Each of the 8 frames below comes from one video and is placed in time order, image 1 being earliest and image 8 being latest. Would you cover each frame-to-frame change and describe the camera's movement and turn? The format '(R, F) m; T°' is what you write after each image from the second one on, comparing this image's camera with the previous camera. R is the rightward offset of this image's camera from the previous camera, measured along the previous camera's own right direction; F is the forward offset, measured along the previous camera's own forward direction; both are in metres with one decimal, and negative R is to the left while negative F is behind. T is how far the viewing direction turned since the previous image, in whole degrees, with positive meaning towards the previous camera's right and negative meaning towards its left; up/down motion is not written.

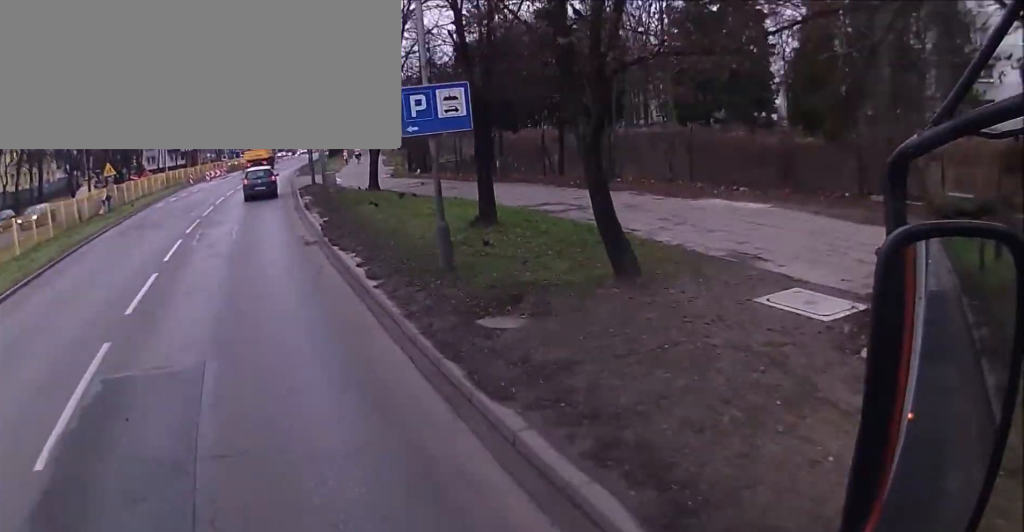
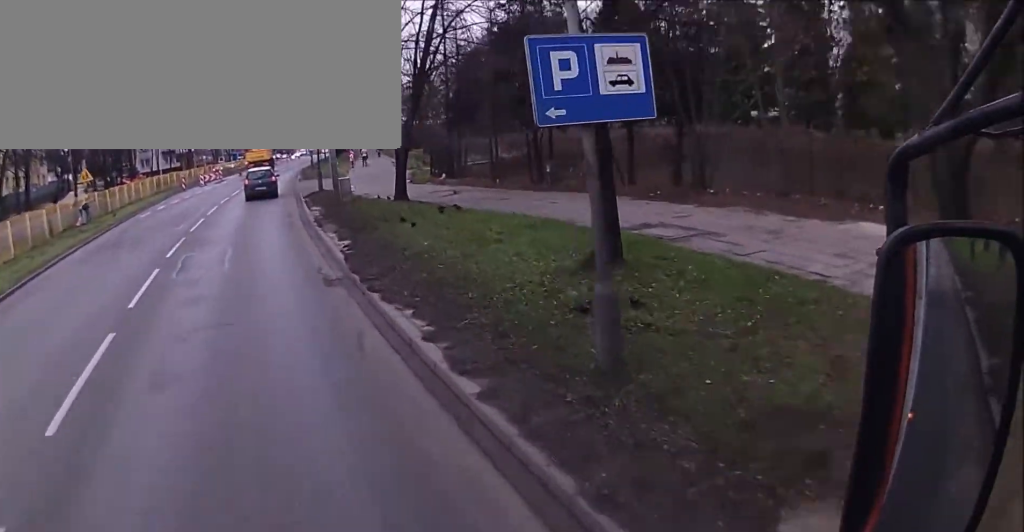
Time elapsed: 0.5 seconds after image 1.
(0.0, +5.1) m; 0°
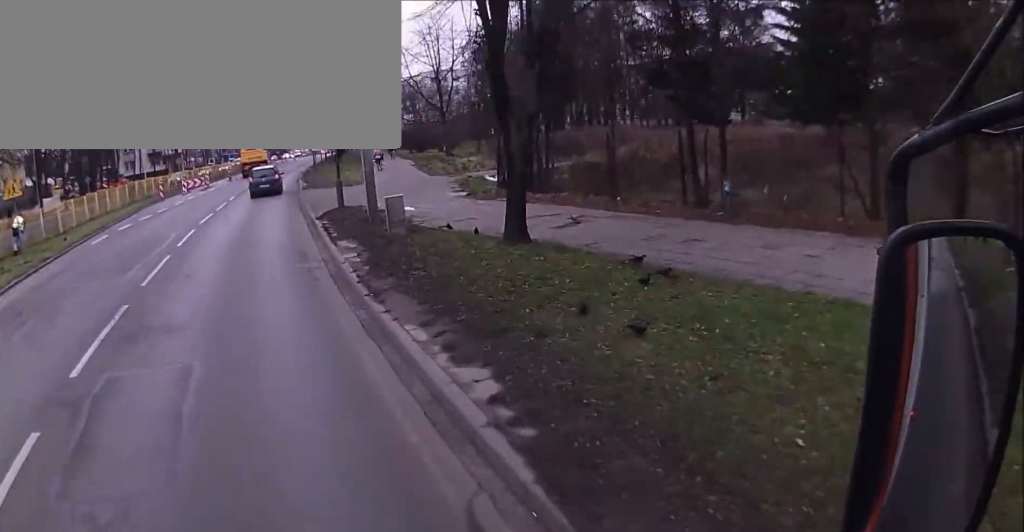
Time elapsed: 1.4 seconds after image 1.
(0.0, +9.5) m; 0°
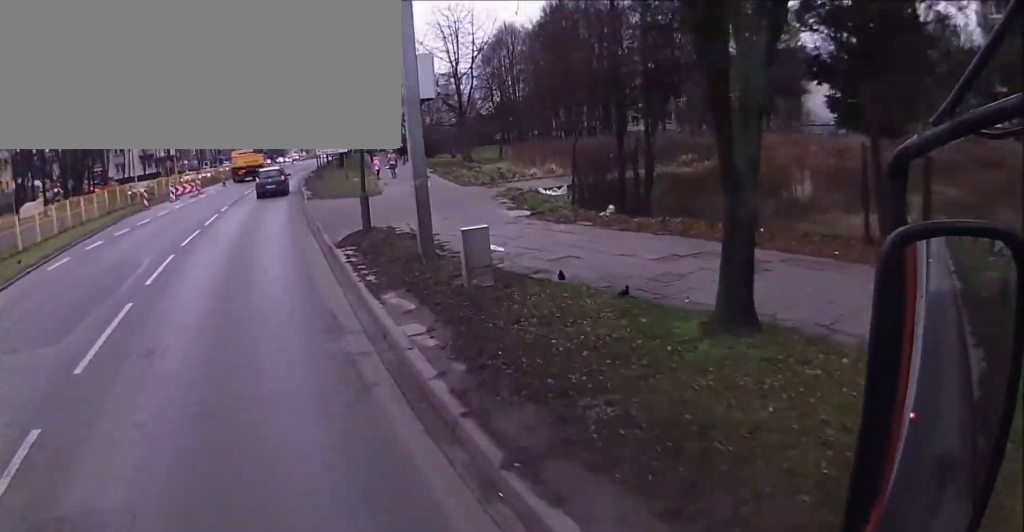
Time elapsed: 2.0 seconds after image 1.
(0.0, +5.5) m; 0°
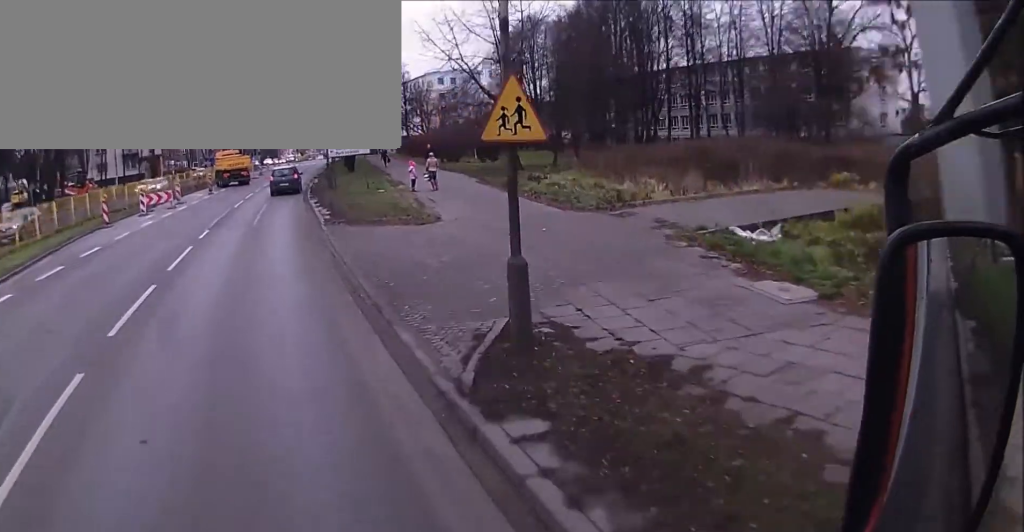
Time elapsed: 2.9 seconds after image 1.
(+0.1, +9.8) m; +2°
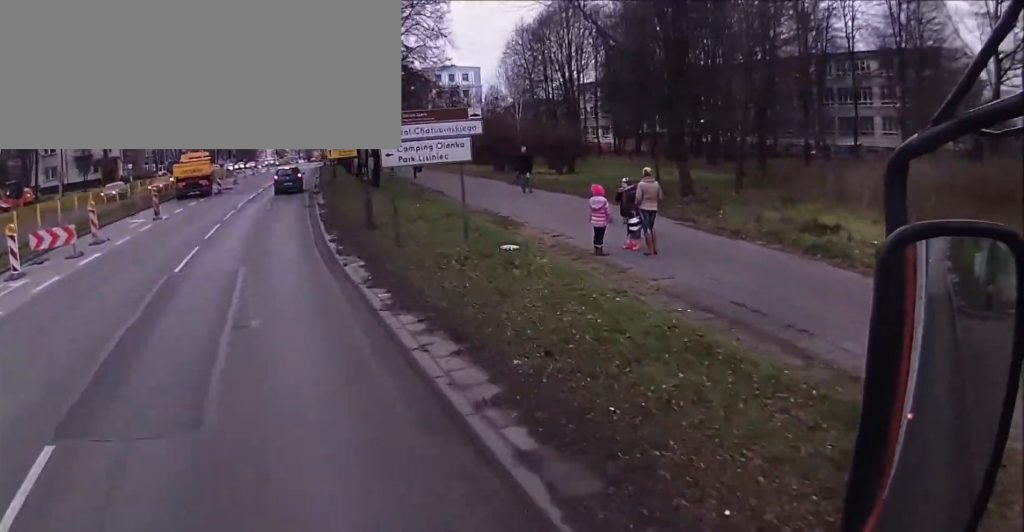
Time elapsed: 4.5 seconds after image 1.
(+0.8, +17.3) m; +3°
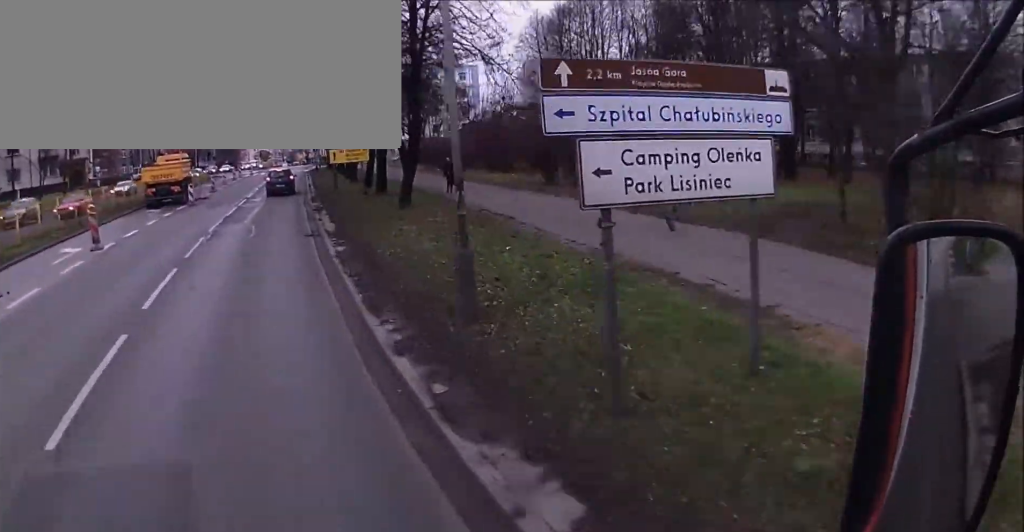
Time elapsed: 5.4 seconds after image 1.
(-0.2, +9.3) m; -1°
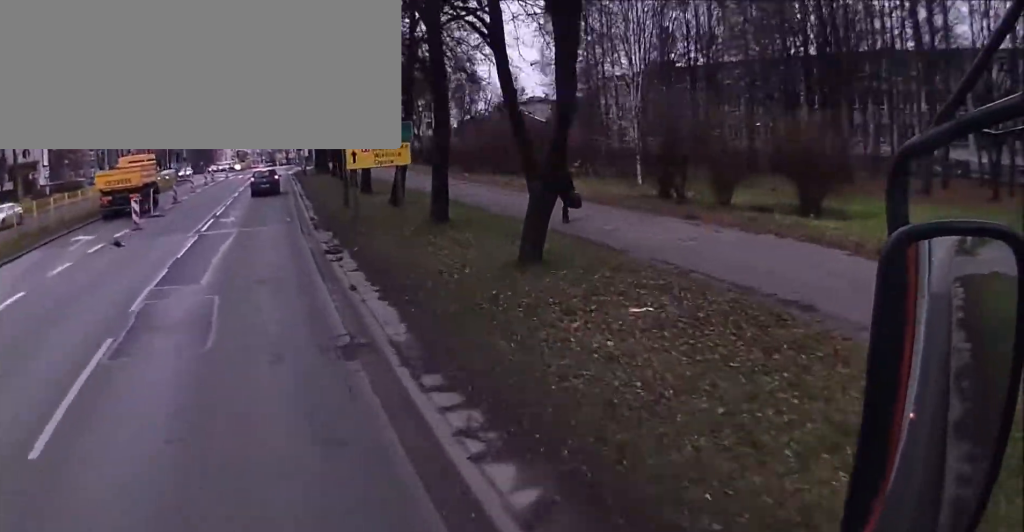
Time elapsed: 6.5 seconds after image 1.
(0.0, +11.4) m; +2°
